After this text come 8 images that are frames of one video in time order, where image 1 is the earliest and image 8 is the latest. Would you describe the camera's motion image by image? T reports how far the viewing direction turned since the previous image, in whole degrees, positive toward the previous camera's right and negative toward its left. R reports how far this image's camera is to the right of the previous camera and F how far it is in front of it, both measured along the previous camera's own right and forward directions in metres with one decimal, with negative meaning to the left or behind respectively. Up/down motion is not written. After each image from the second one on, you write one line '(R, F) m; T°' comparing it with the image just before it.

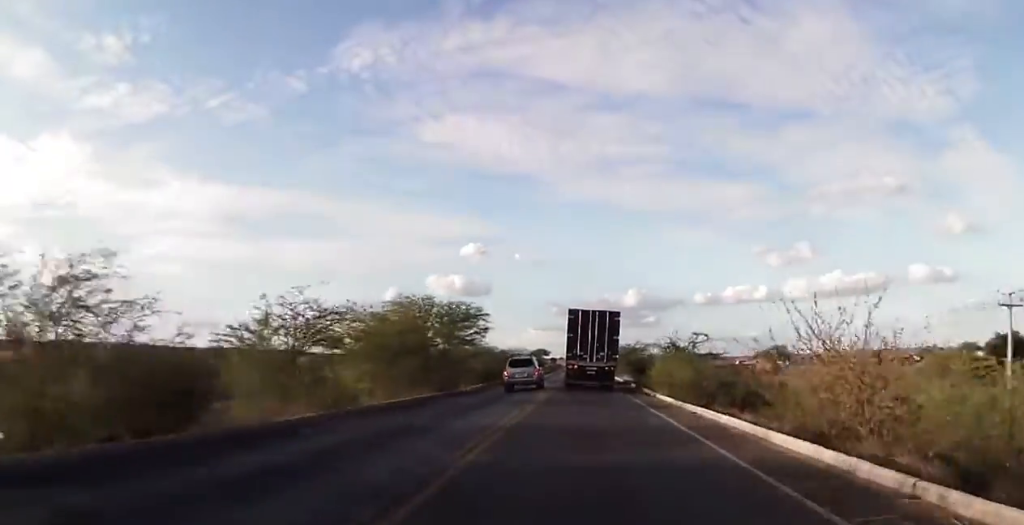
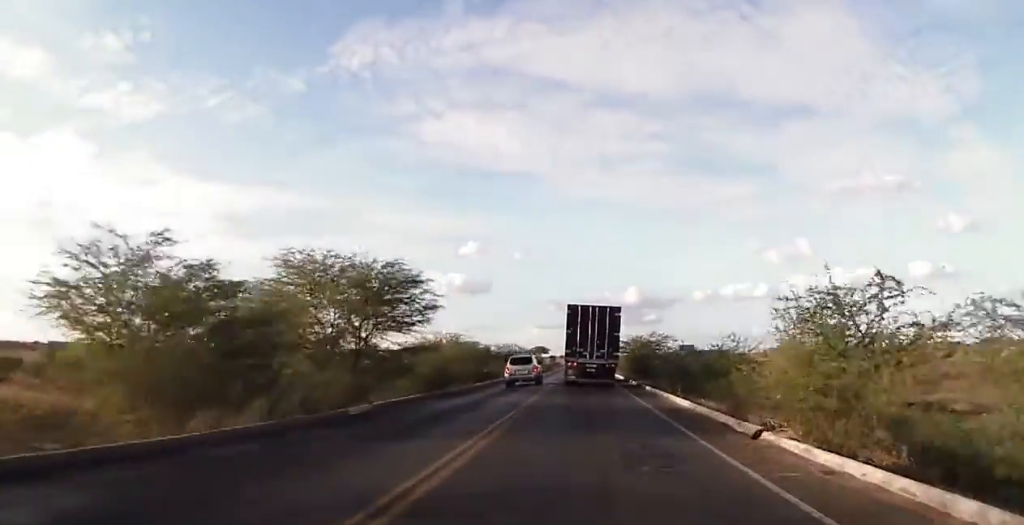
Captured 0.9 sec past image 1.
(-0.2, +18.1) m; -1°
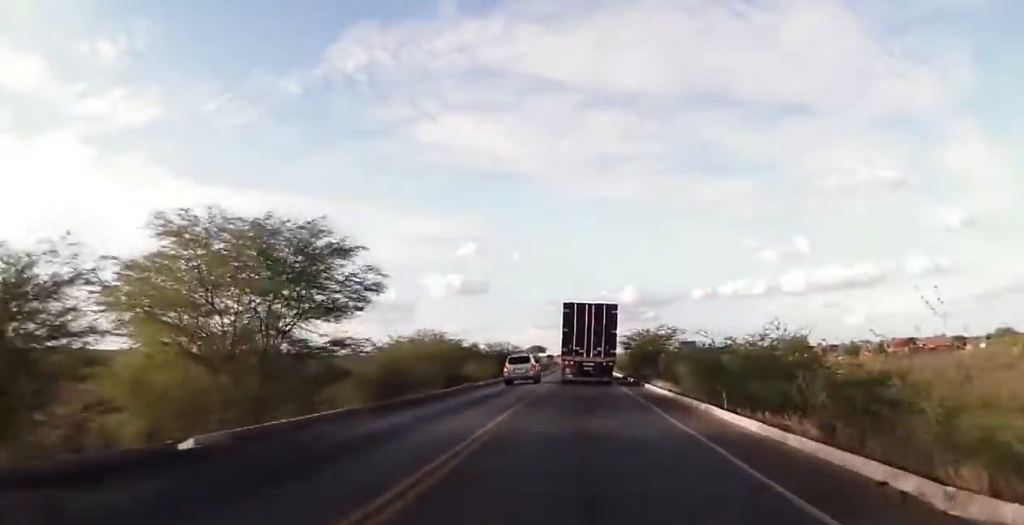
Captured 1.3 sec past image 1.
(-0.1, +8.5) m; 0°
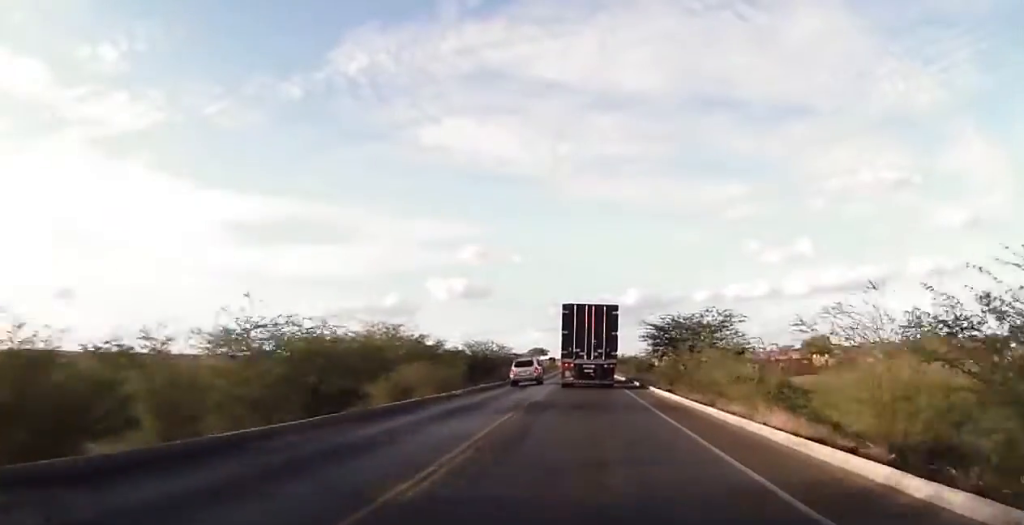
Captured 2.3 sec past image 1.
(+0.2, +18.3) m; 0°
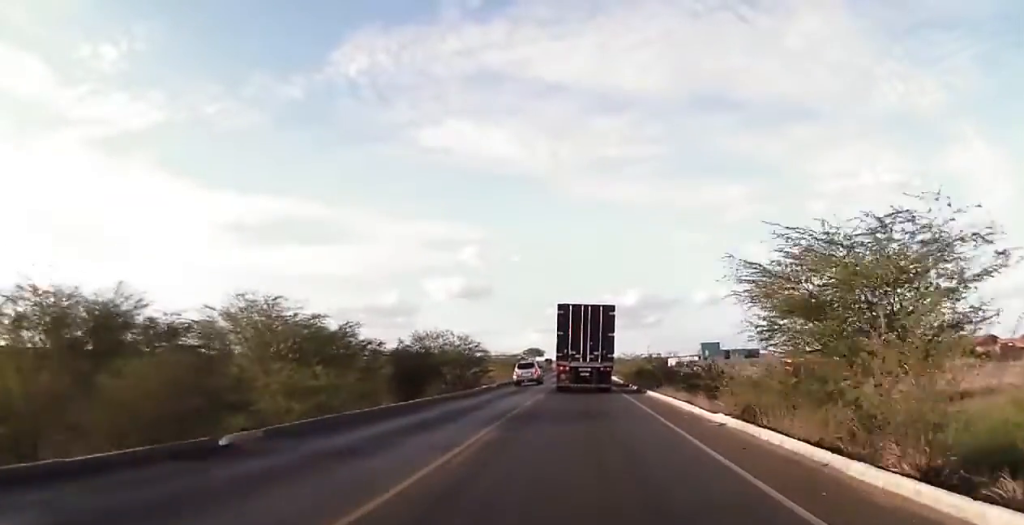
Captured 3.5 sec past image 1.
(-0.1, +21.9) m; 0°
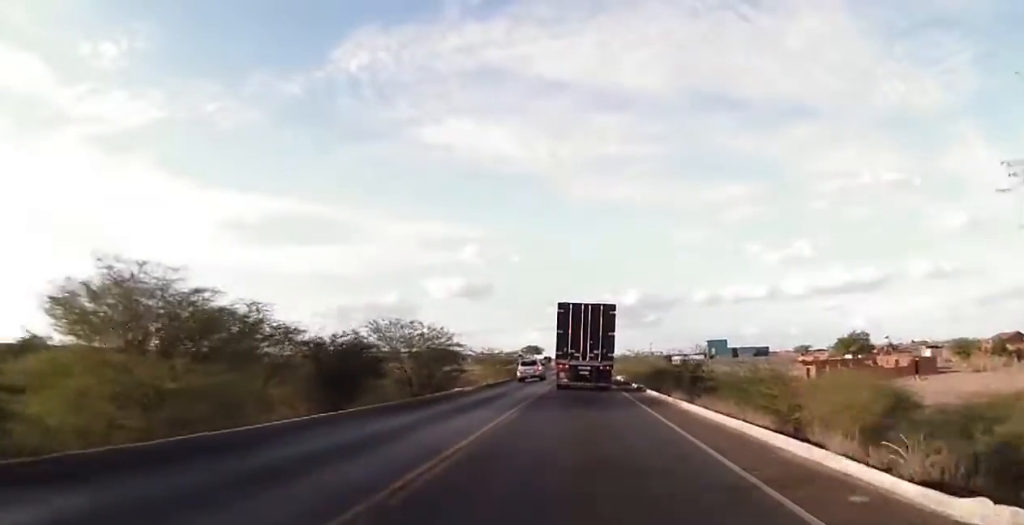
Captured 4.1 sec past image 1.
(-0.1, +12.1) m; 0°
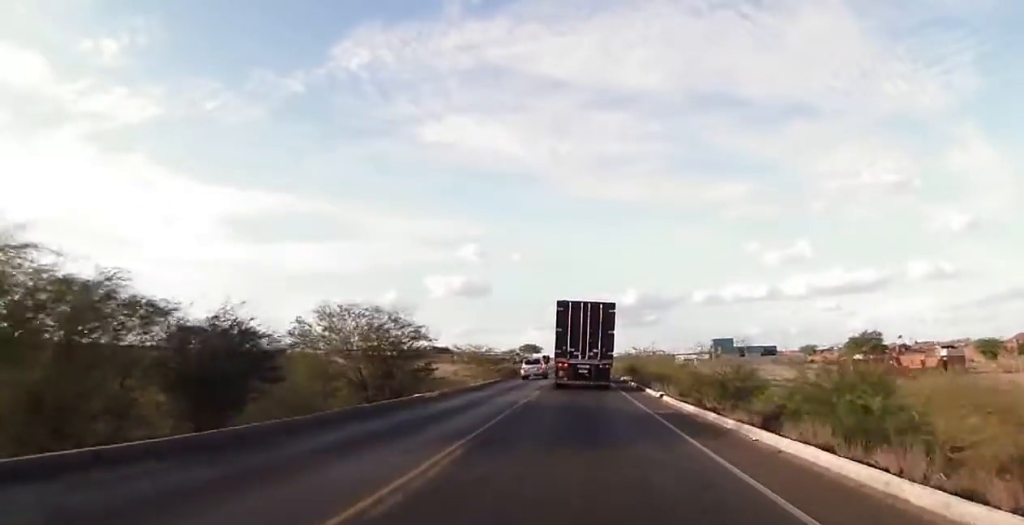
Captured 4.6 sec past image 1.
(0.0, +9.6) m; 0°
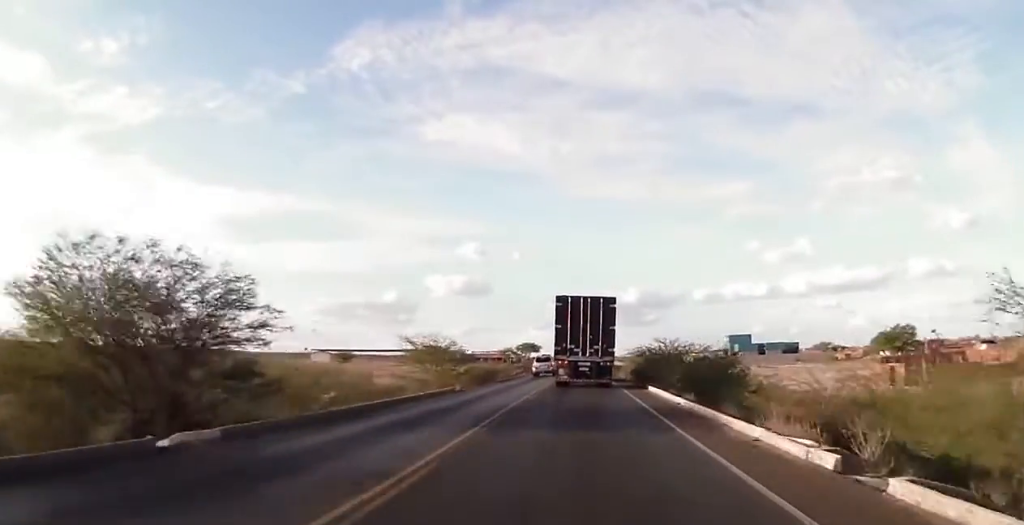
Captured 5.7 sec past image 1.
(+0.1, +19.5) m; 0°
